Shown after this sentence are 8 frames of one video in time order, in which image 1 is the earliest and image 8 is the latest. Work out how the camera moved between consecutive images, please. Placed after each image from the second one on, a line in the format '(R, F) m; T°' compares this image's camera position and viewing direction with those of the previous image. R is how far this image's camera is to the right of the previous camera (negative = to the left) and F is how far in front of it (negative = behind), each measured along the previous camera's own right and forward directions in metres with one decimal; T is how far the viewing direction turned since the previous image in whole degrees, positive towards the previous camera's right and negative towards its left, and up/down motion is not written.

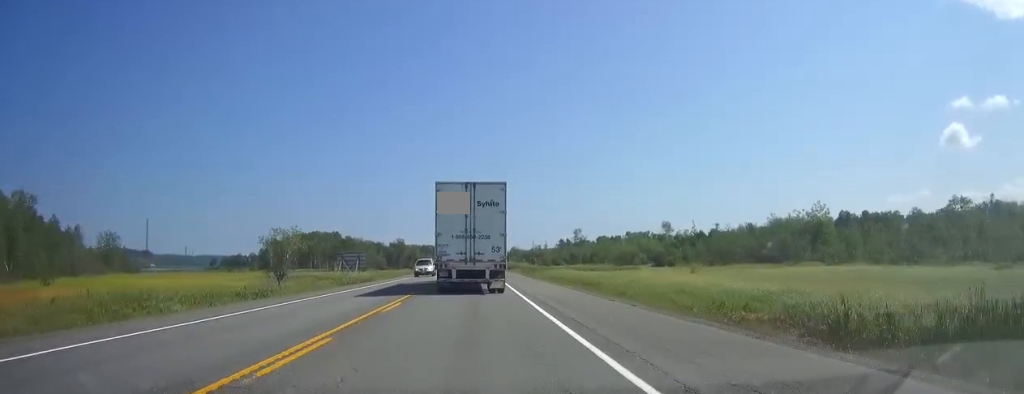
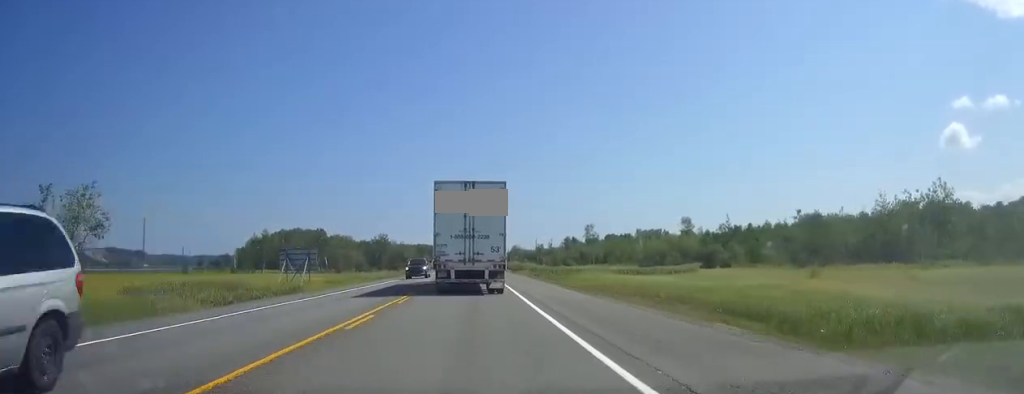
(+0.1, +31.5) m; 0°
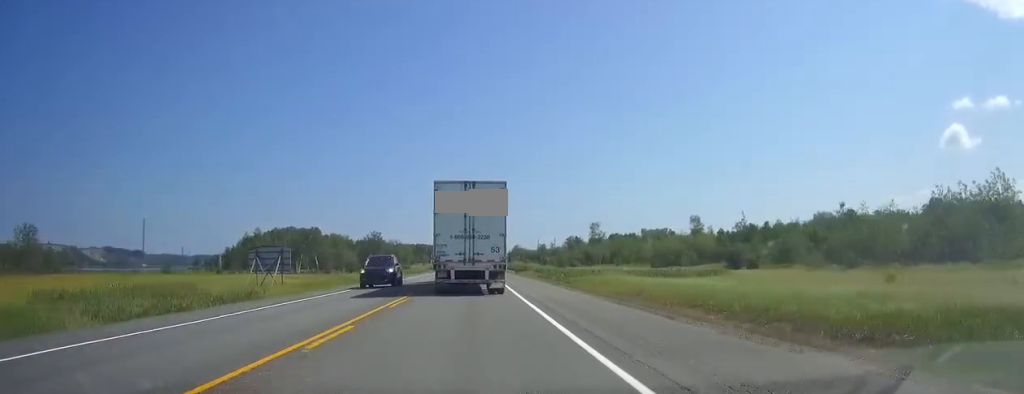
(0.0, +11.1) m; 0°
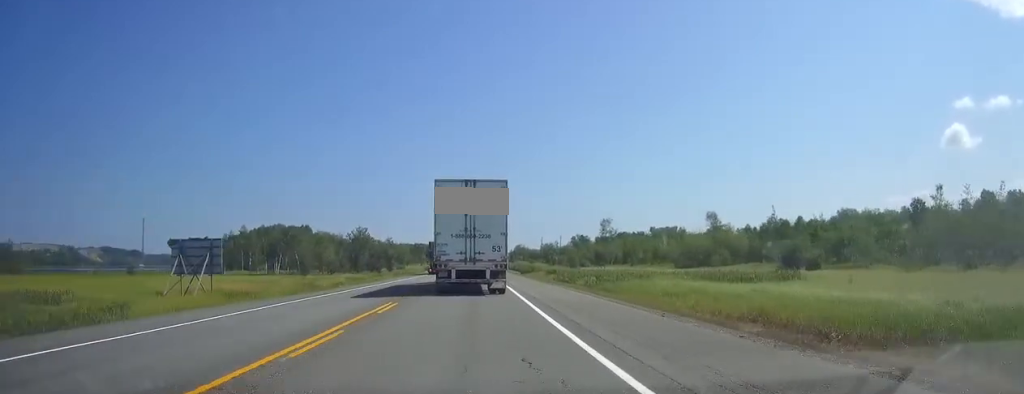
(0.0, +18.5) m; 0°
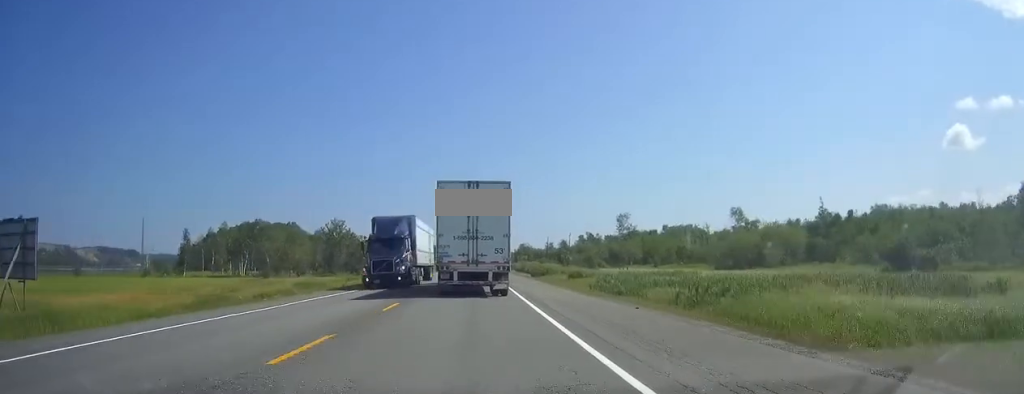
(0.0, +23.0) m; 0°
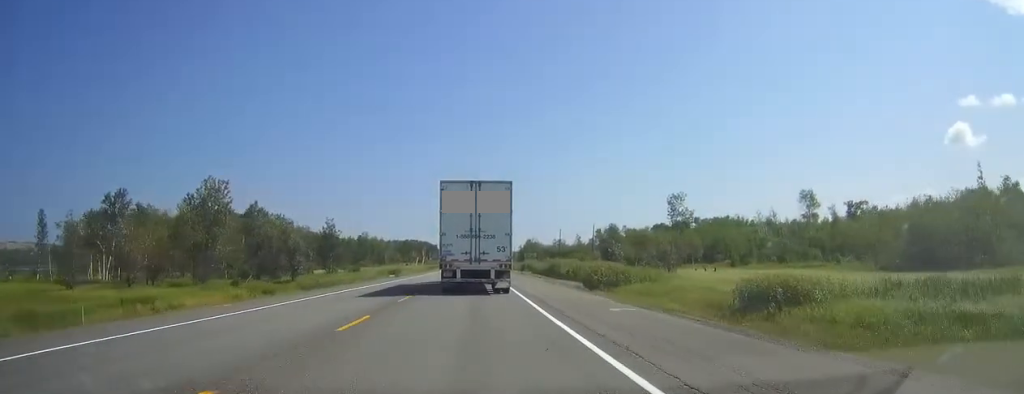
(0.0, +51.0) m; 0°
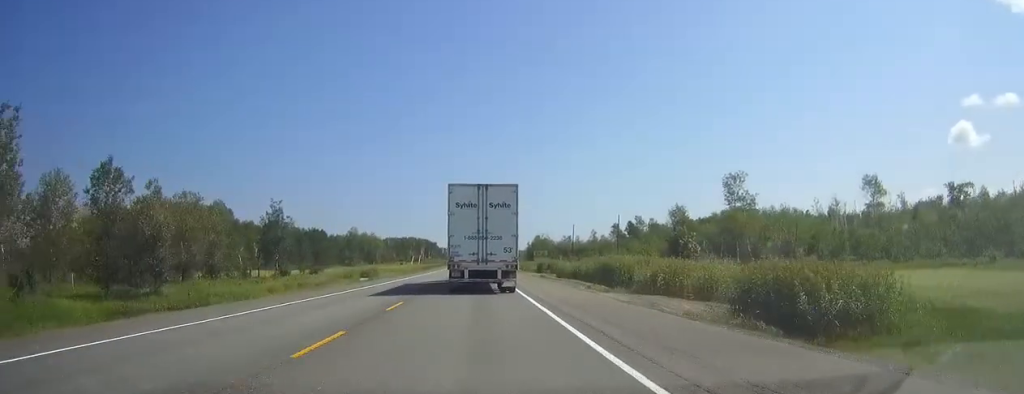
(0.0, +30.4) m; 0°
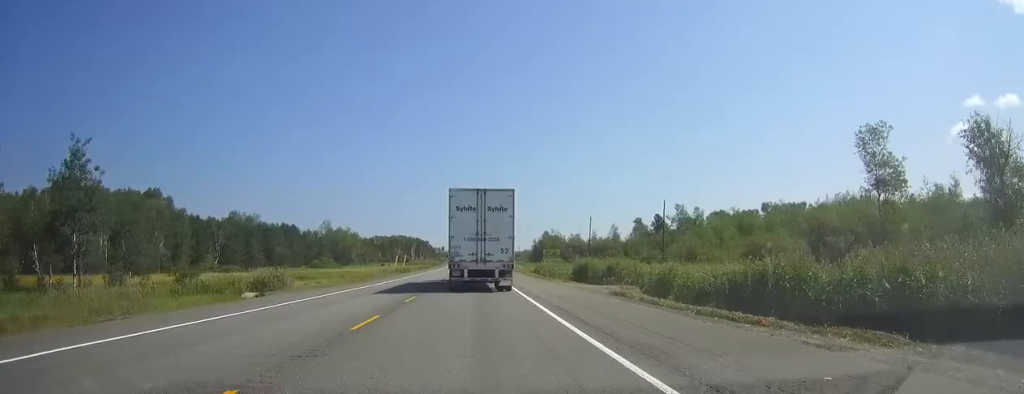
(-0.1, +41.6) m; 0°
